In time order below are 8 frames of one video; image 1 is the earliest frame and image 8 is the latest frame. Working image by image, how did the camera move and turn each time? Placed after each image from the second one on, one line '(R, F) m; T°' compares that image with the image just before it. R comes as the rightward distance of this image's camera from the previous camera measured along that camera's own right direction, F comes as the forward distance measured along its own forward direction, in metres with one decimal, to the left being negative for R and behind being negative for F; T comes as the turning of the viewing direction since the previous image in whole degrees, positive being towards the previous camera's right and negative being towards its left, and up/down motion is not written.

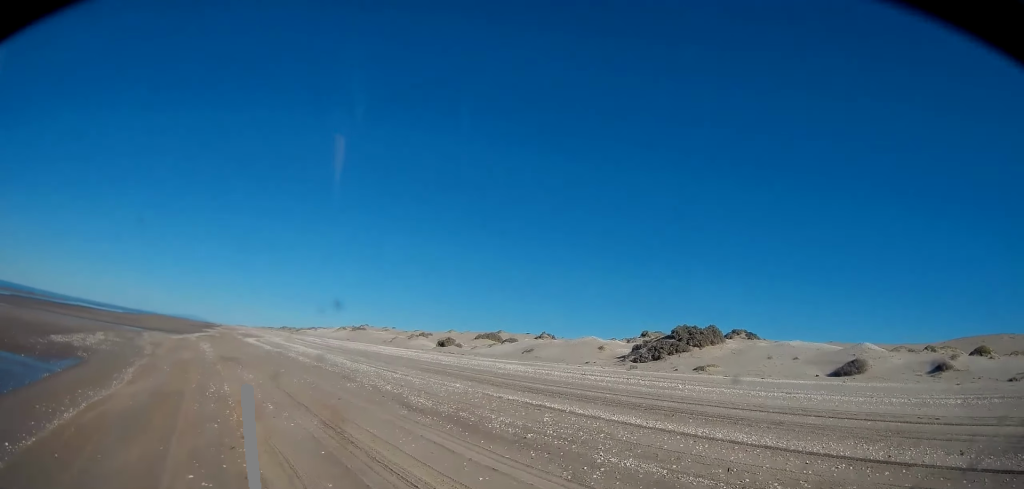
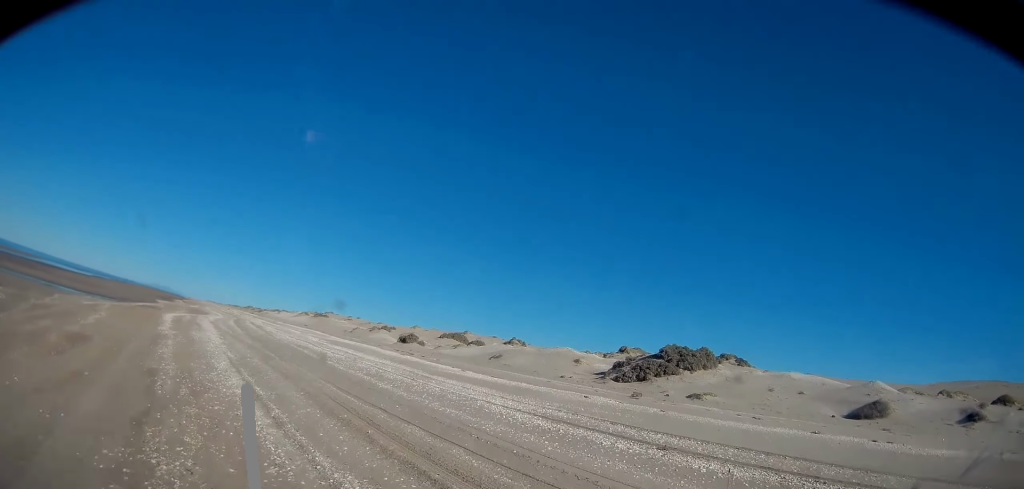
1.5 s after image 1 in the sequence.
(+0.1, +11.6) m; +3°
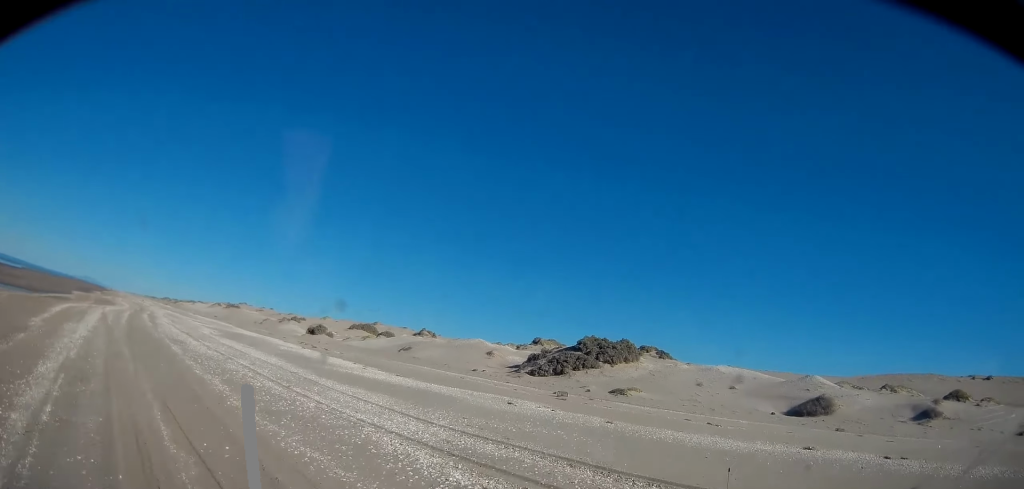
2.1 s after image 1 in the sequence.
(0.0, +4.9) m; +5°
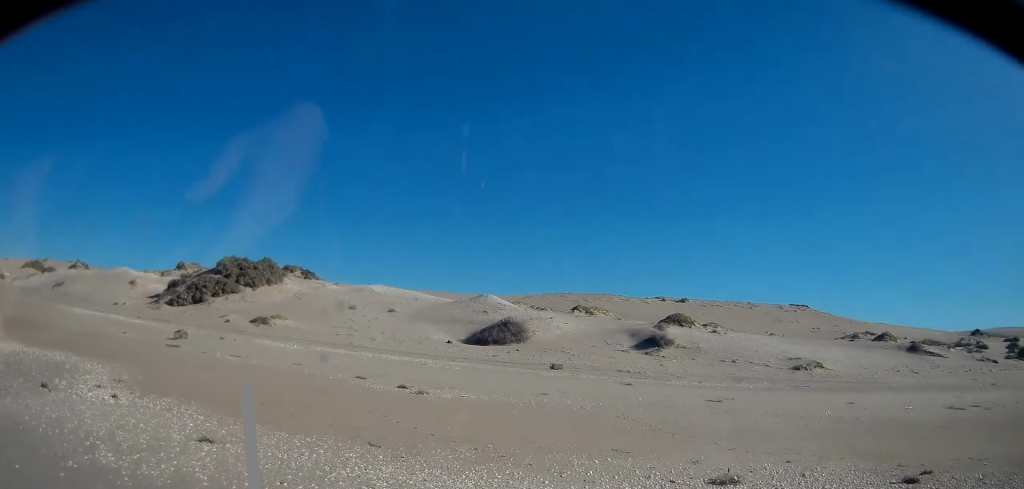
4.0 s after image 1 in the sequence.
(+2.2, +11.3) m; +31°
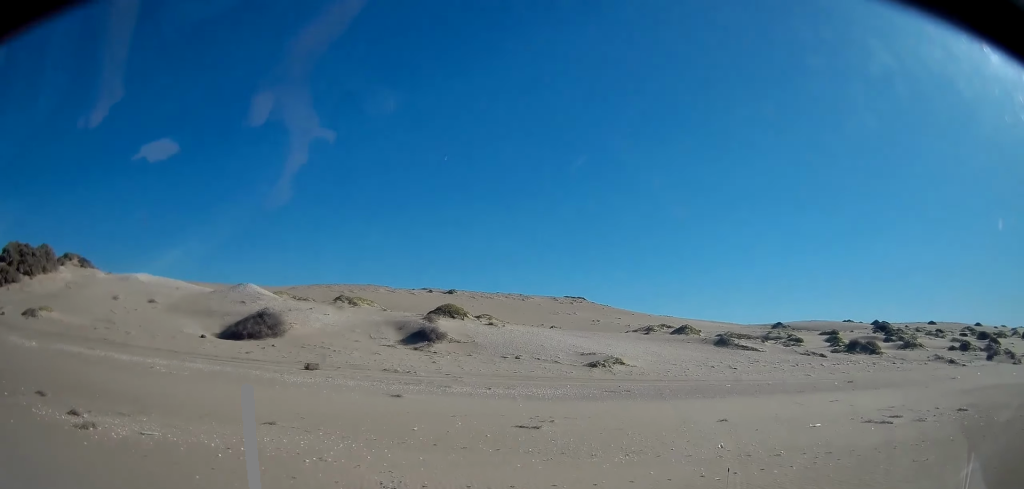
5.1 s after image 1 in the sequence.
(+1.5, +5.4) m; +28°
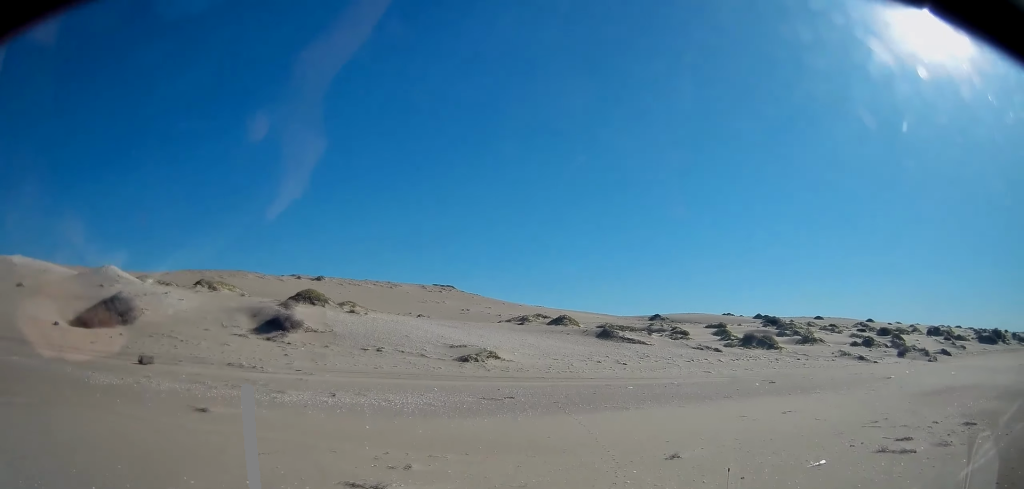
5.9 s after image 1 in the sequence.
(+0.8, +4.7) m; +12°
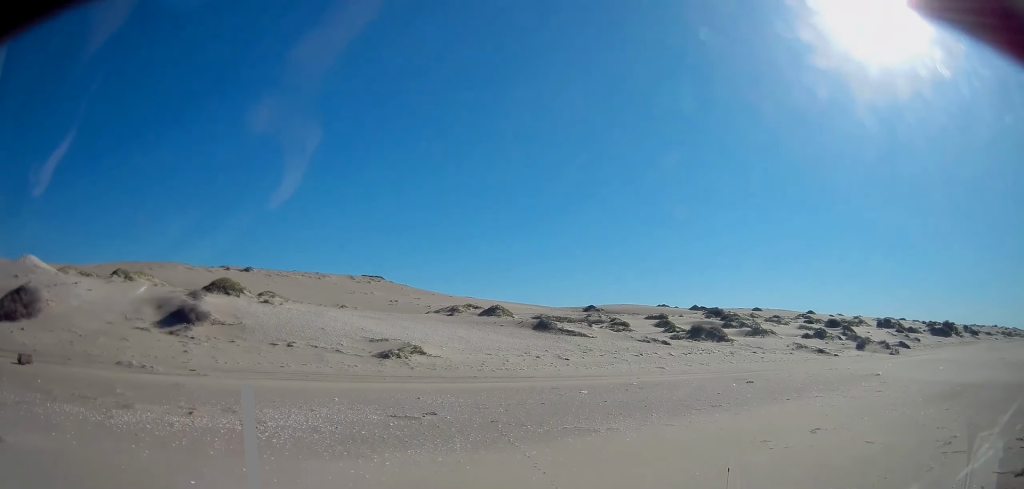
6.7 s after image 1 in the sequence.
(+0.3, +4.5) m; +6°
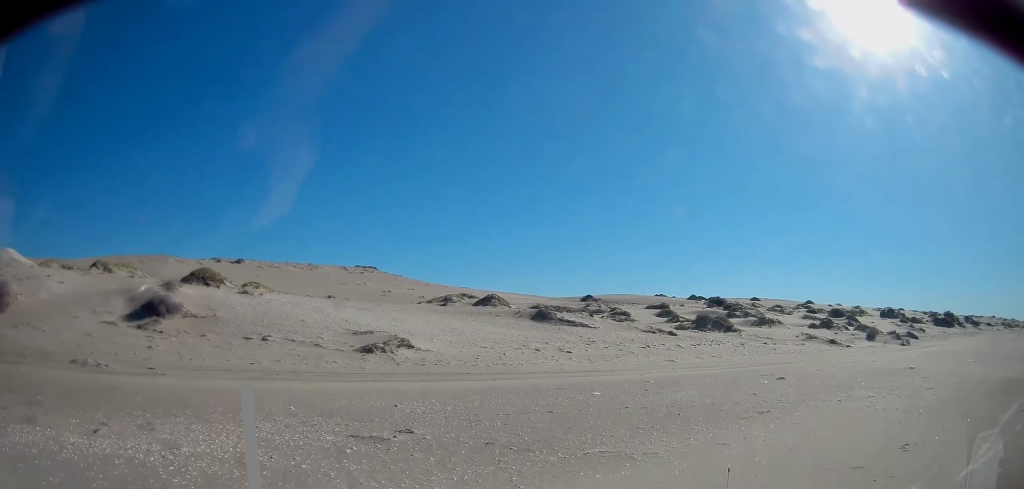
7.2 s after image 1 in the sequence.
(0.0, +2.9) m; +3°
